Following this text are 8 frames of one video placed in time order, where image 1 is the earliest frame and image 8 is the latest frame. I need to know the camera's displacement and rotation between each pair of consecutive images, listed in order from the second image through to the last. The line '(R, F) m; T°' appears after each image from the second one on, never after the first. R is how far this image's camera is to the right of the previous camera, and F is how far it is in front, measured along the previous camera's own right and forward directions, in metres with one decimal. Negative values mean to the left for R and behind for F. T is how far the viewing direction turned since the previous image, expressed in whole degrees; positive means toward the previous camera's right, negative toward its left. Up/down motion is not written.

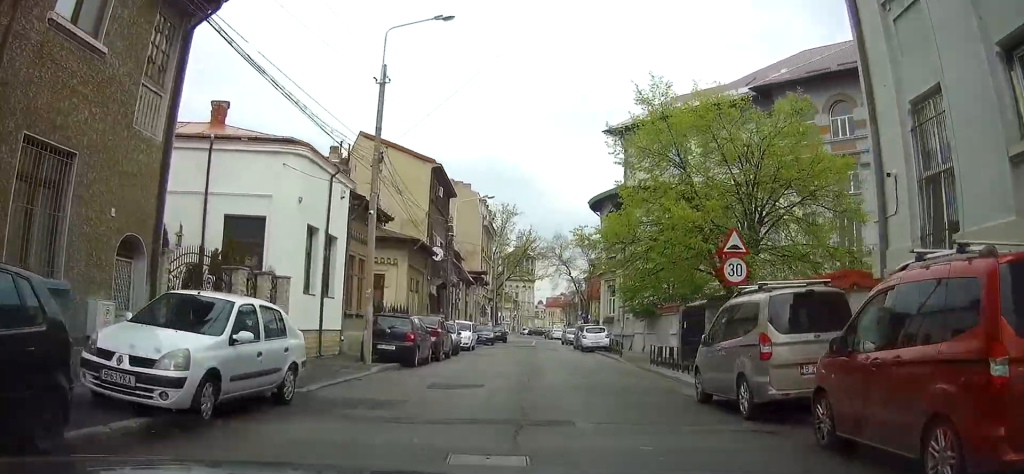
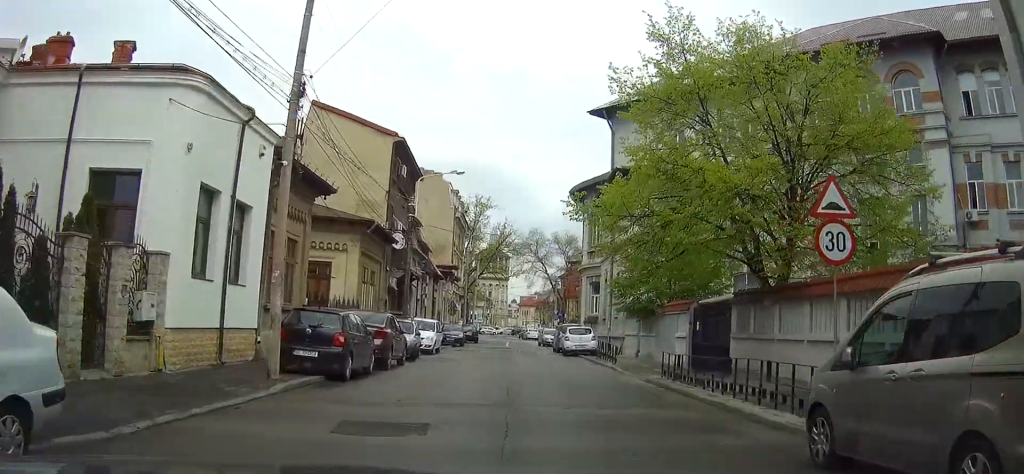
(0.0, +5.5) m; 0°
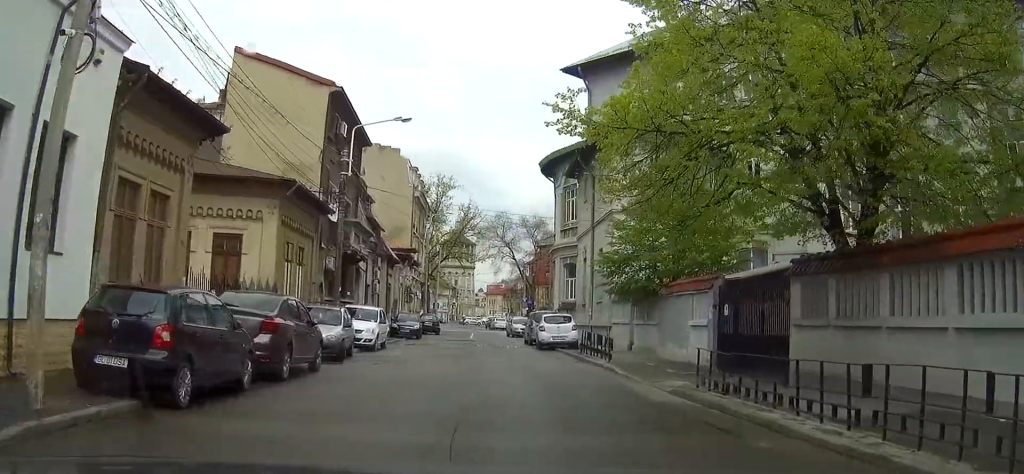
(+0.1, +6.1) m; +3°
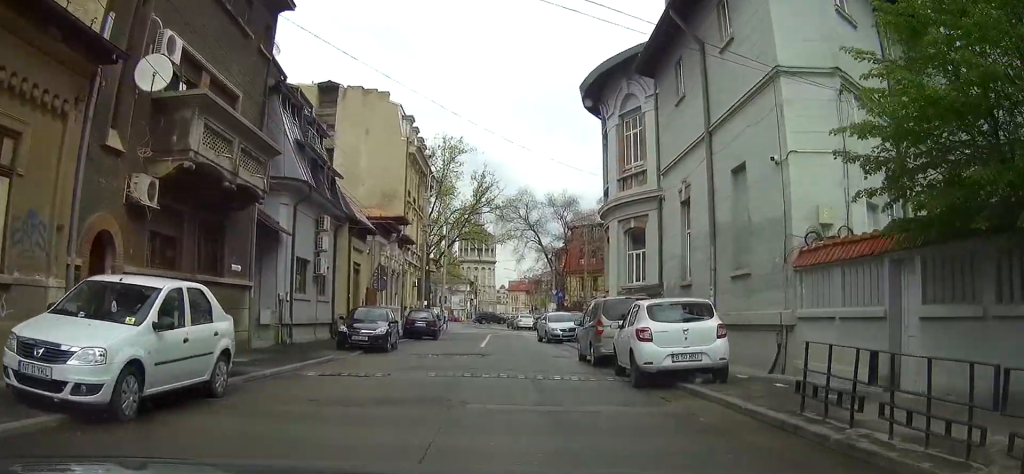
(+1.0, +16.8) m; +3°
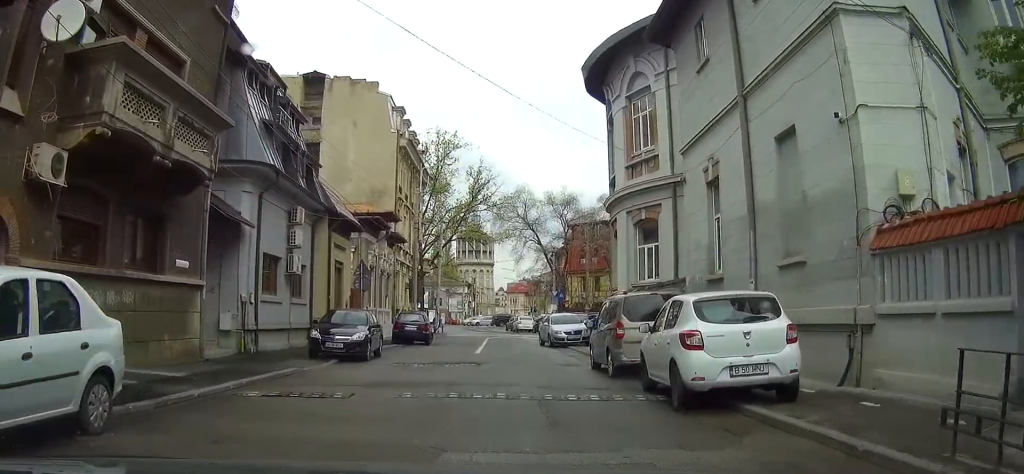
(0.0, +3.1) m; -1°
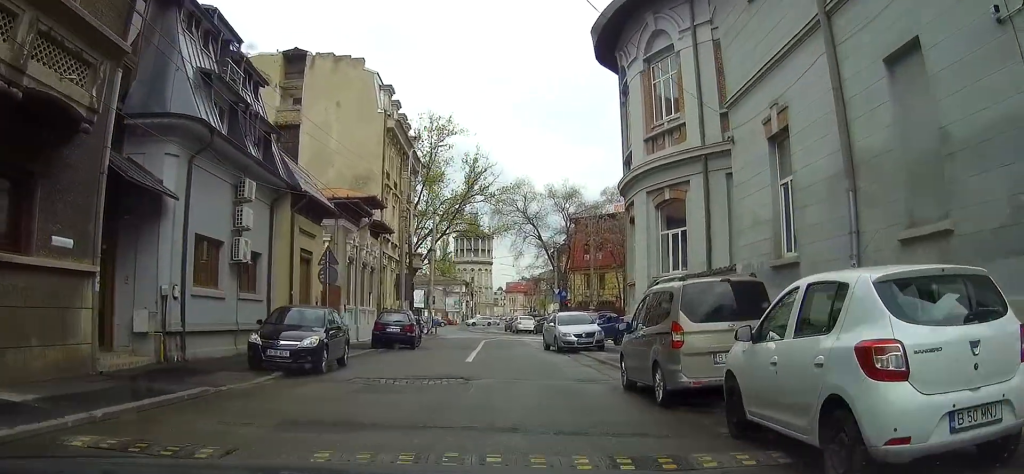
(0.0, +5.2) m; +1°
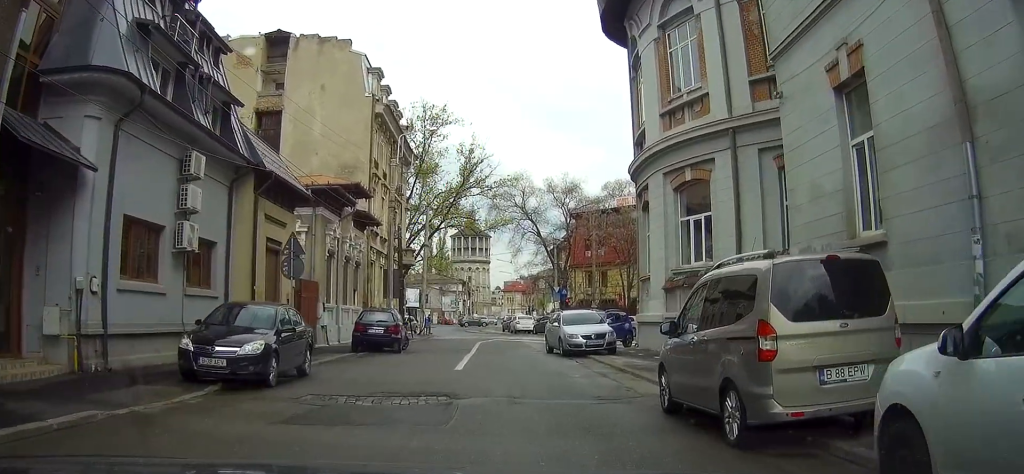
(+0.1, +4.8) m; +3°
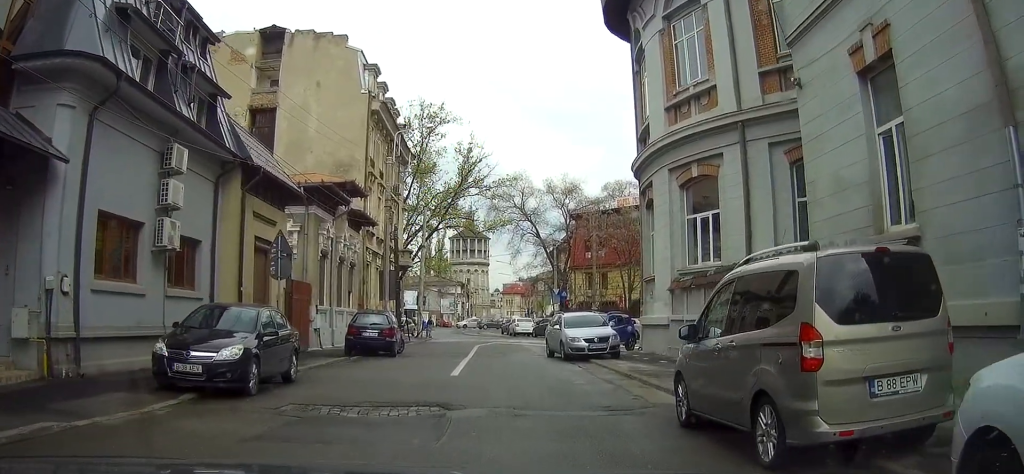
(+0.1, +1.8) m; -1°
